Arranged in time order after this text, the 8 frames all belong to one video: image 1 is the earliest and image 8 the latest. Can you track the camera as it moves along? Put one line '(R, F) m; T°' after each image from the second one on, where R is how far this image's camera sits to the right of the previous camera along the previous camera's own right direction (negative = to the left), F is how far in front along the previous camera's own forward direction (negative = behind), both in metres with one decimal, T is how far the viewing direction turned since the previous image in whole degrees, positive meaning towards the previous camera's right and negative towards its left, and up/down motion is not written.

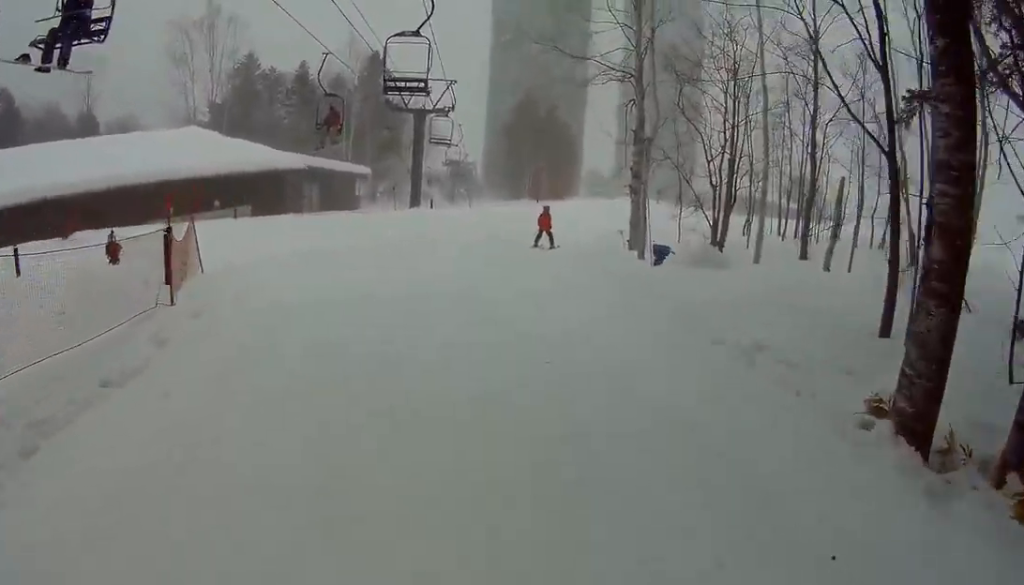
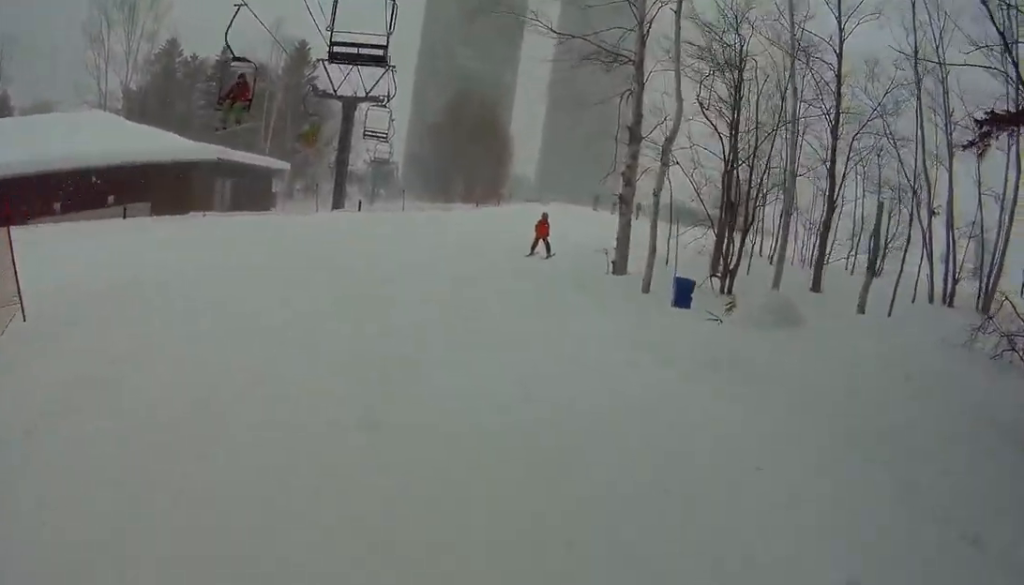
(+0.2, +4.1) m; +3°
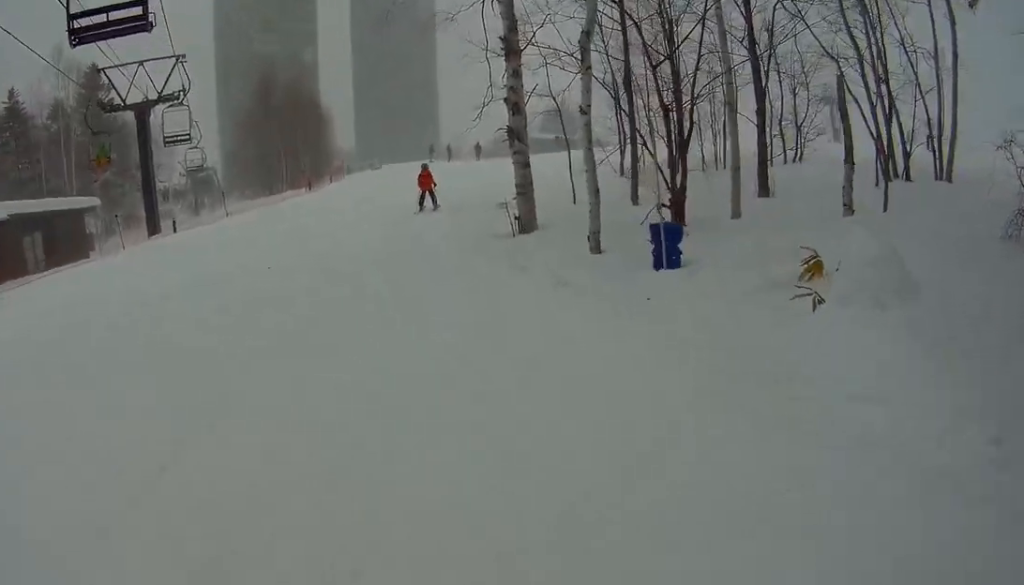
(0.0, +4.2) m; 0°
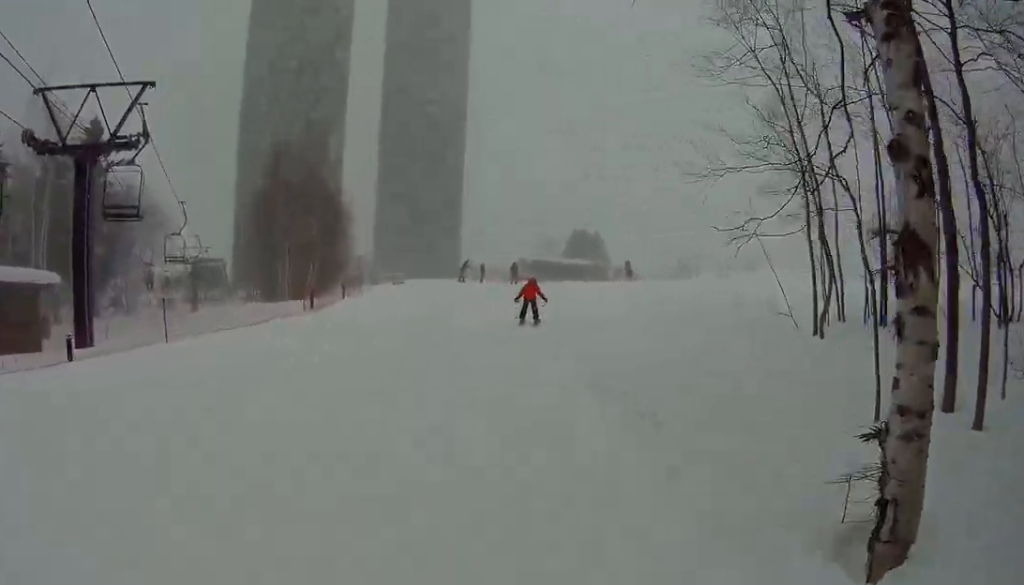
(0.0, +8.9) m; 0°
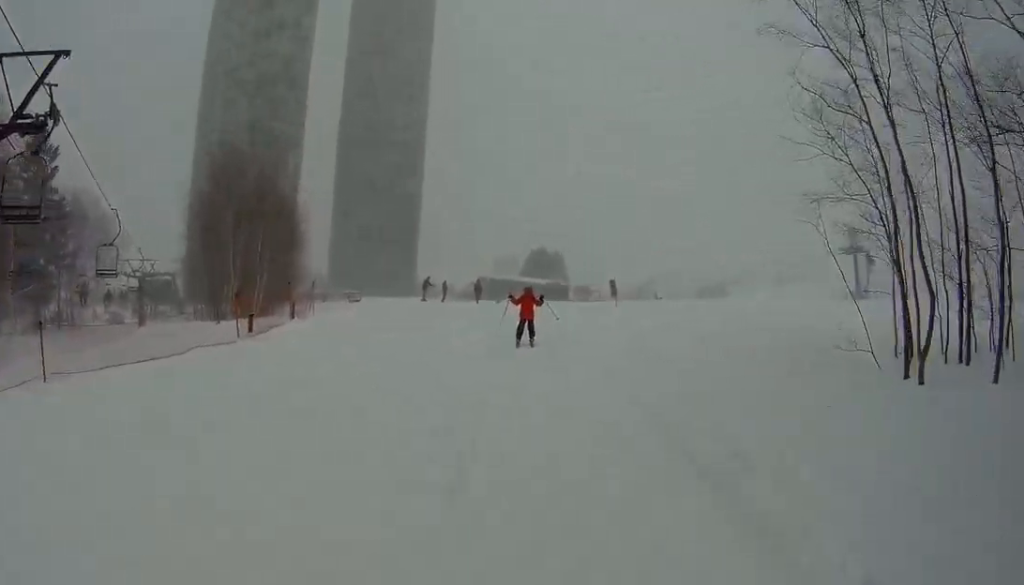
(0.0, +3.5) m; 0°
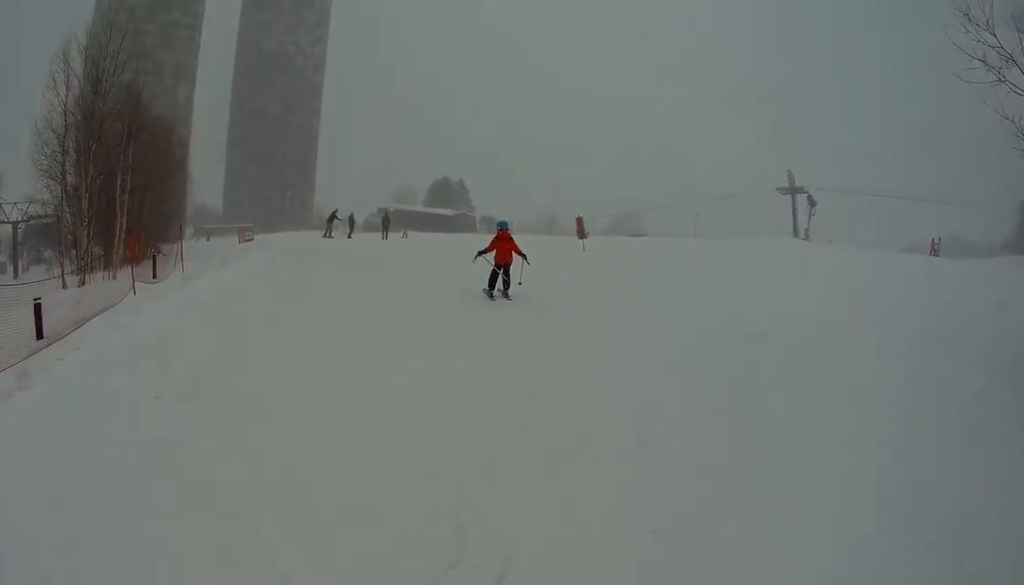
(0.0, +6.8) m; +15°
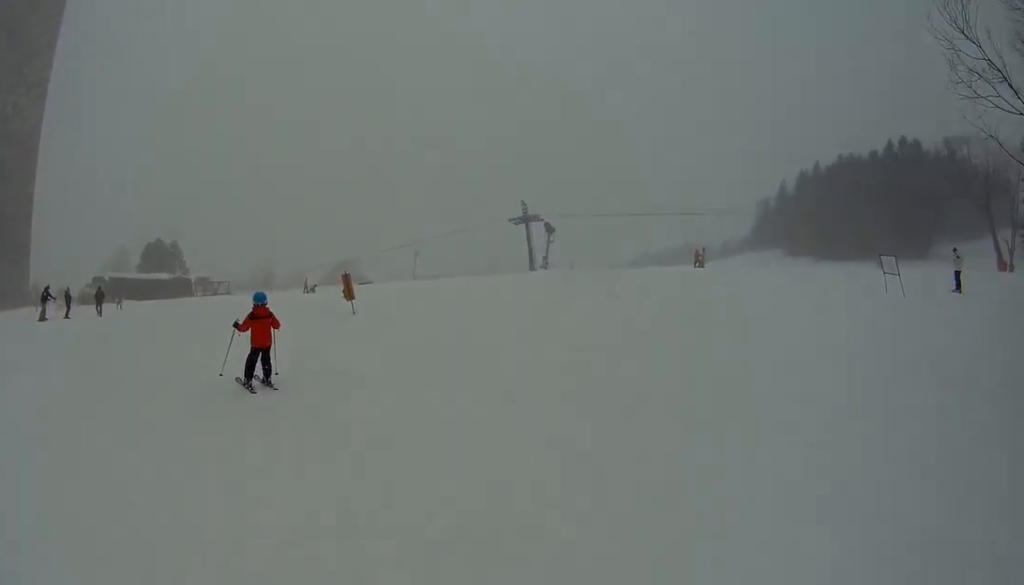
(+1.3, +4.5) m; +8°
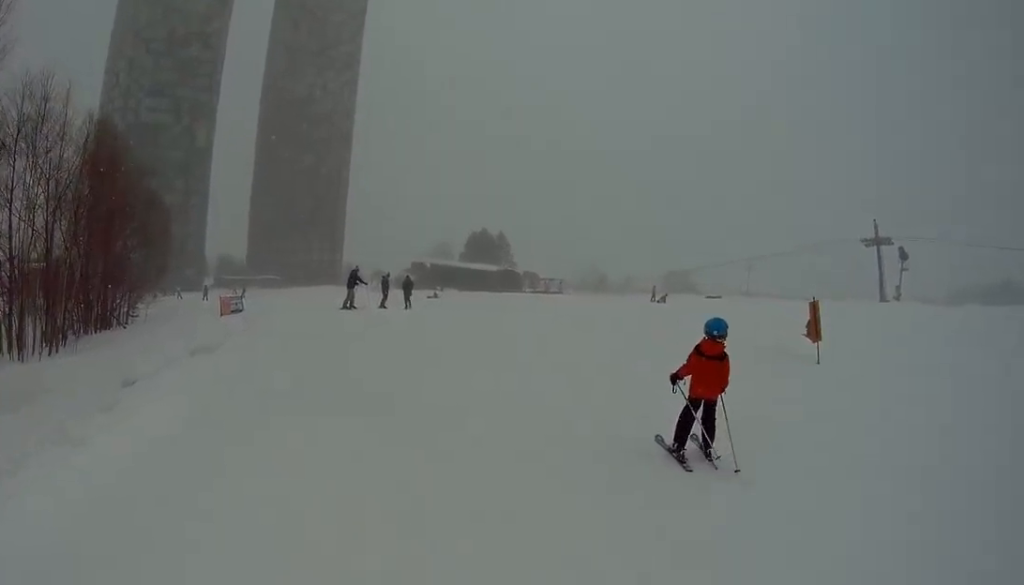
(-1.1, +7.0) m; -15°
